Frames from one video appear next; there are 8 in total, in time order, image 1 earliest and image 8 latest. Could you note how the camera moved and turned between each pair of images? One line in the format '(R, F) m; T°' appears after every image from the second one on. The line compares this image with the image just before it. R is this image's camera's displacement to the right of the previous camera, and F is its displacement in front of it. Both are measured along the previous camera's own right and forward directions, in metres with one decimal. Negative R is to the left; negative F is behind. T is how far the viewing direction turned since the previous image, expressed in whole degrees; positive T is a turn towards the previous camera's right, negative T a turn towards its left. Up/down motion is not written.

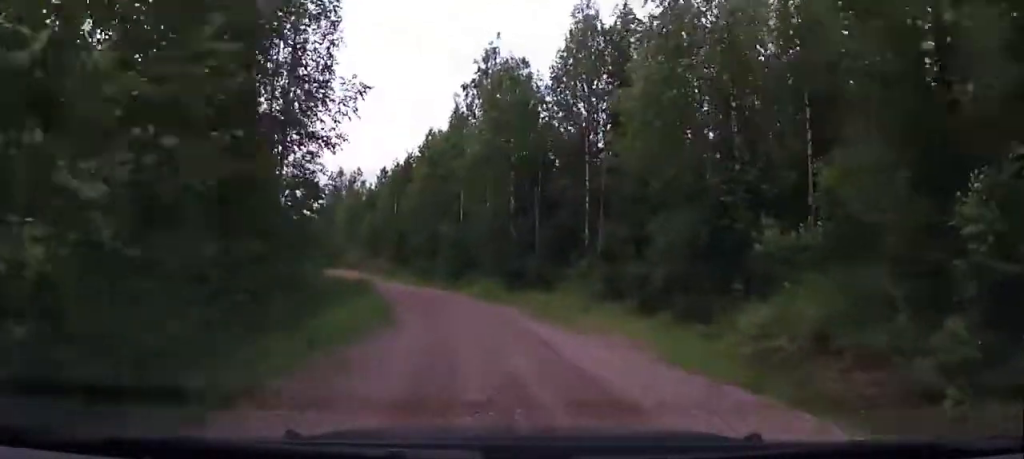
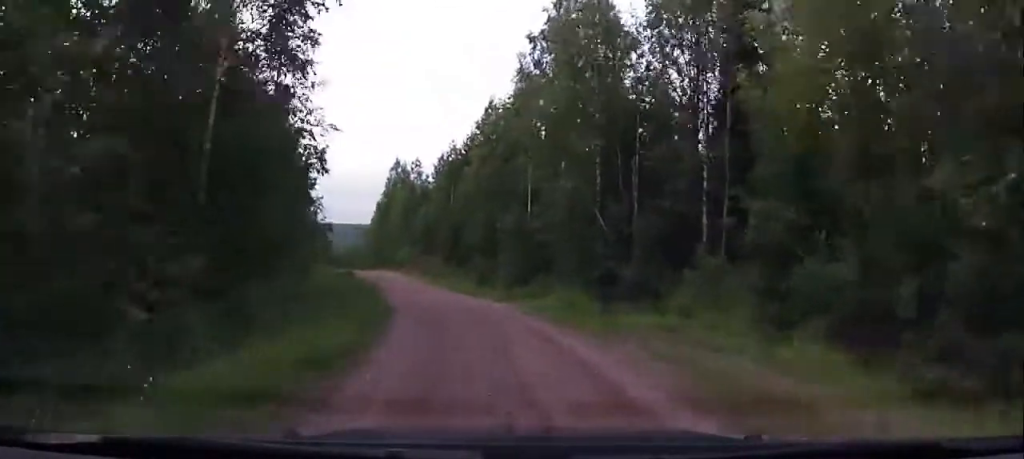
(-0.3, +10.8) m; -6°
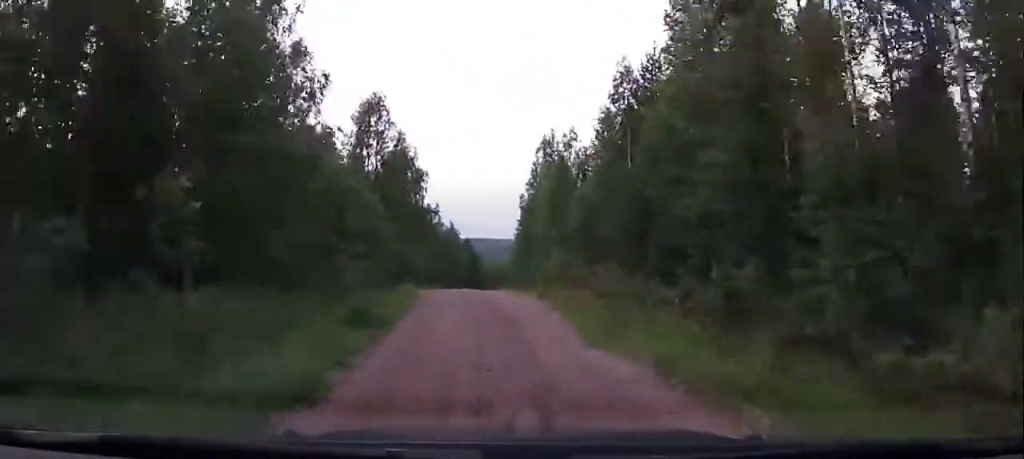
(-2.1, +24.0) m; -9°
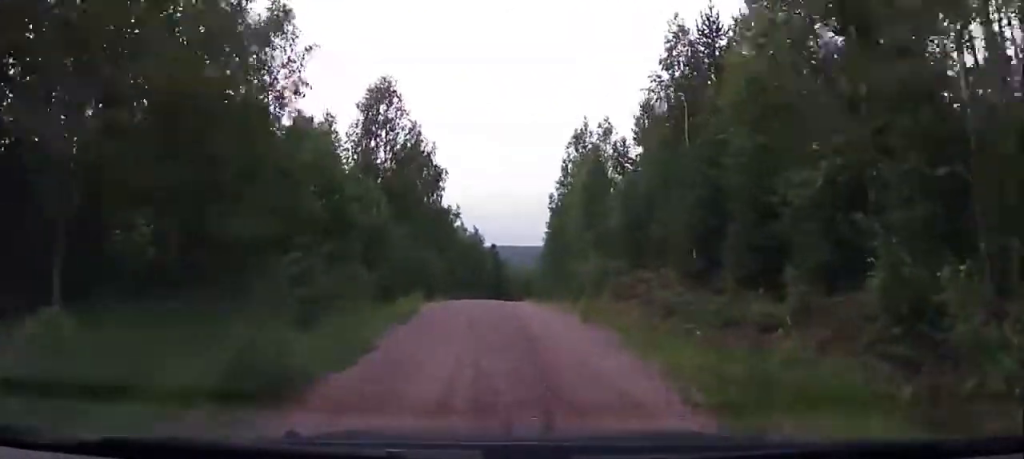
(-0.3, +6.1) m; -7°
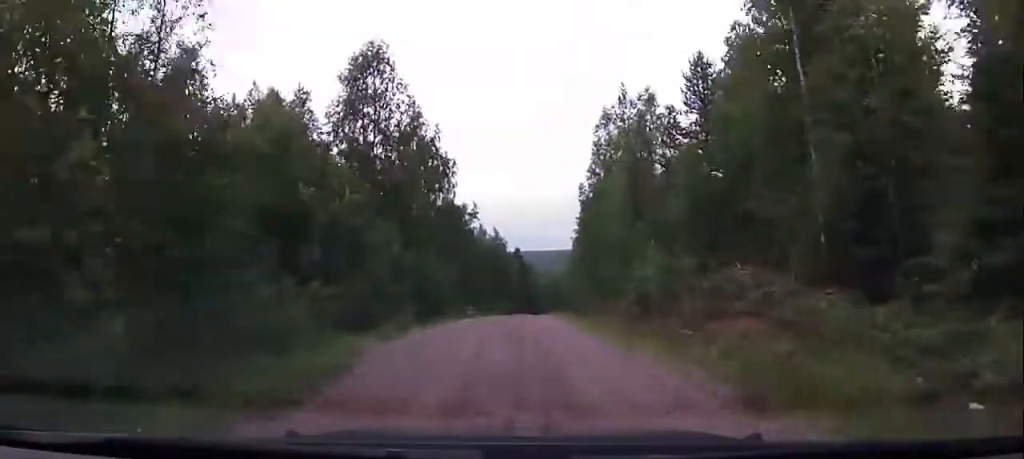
(-0.5, +8.9) m; -7°
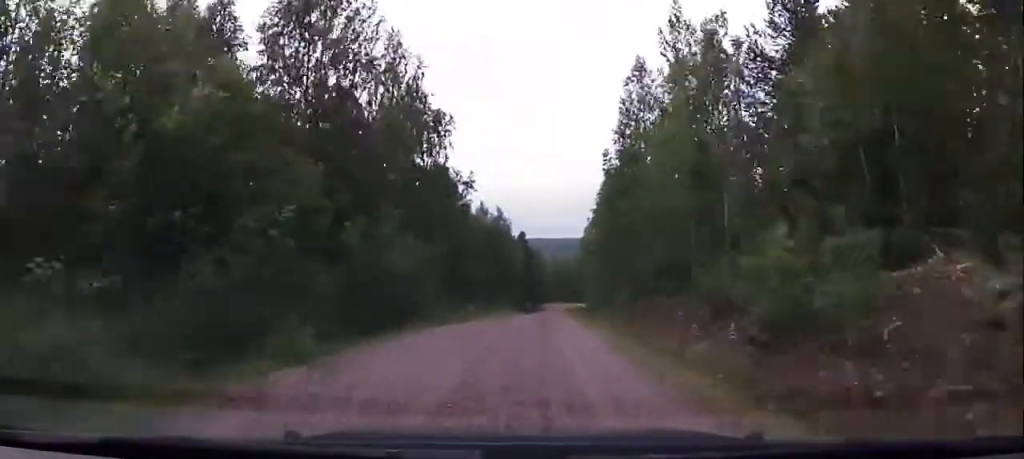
(-1.3, +10.0) m; -1°
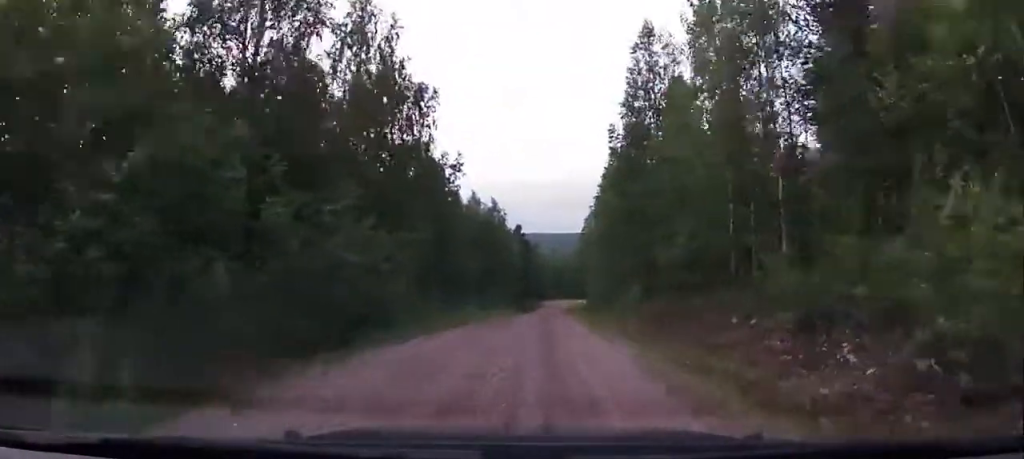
(+0.7, +4.6) m; +1°
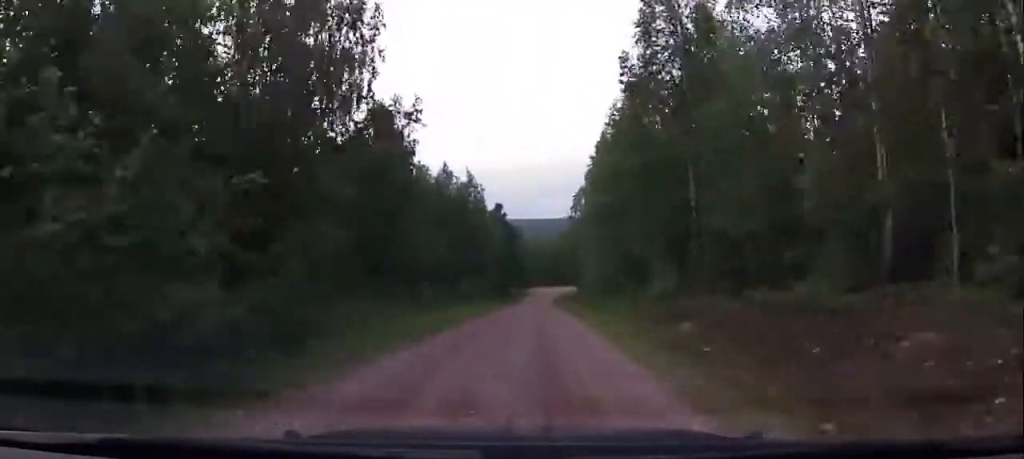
(+0.2, +9.7) m; 0°
